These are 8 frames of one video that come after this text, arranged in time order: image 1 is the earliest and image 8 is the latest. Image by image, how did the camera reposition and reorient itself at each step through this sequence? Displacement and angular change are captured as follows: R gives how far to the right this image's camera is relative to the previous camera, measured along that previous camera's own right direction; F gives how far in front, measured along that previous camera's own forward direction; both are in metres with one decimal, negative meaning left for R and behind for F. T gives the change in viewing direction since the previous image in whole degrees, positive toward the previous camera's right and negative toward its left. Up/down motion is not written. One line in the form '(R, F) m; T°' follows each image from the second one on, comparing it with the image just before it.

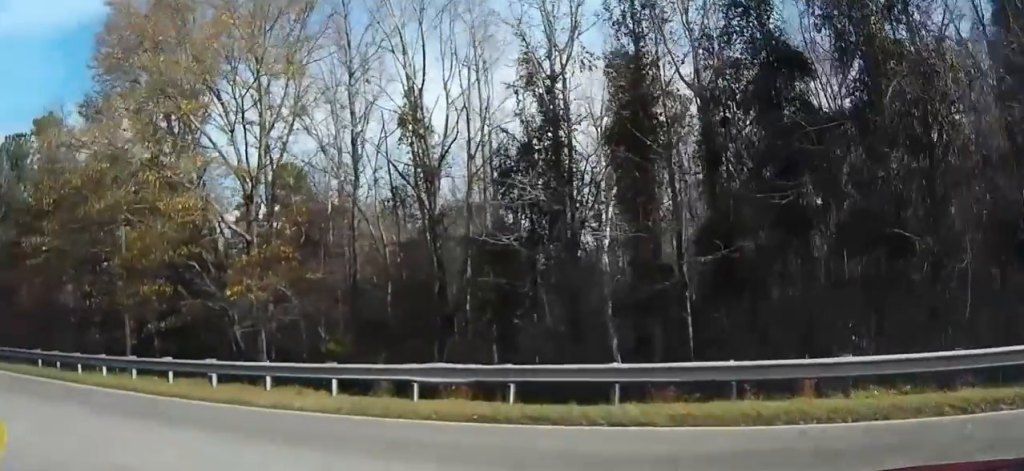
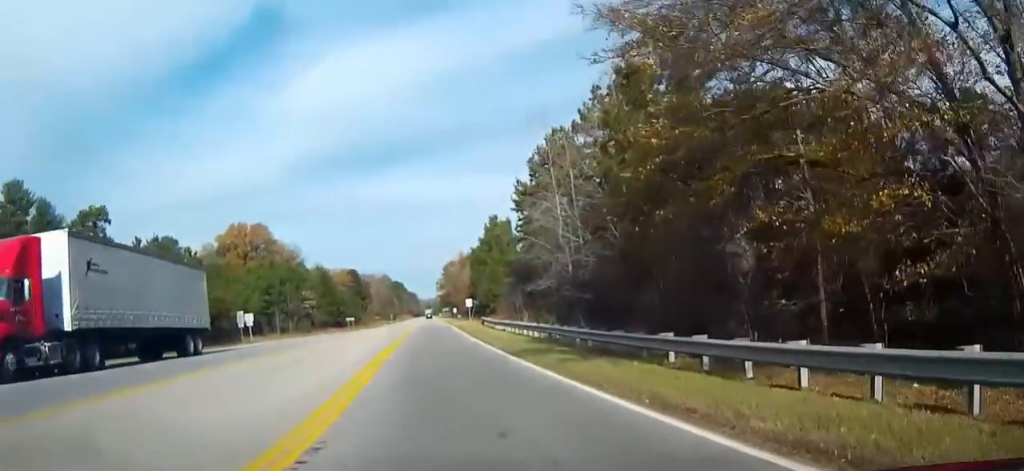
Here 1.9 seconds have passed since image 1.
(-4.8, +9.3) m; -45°
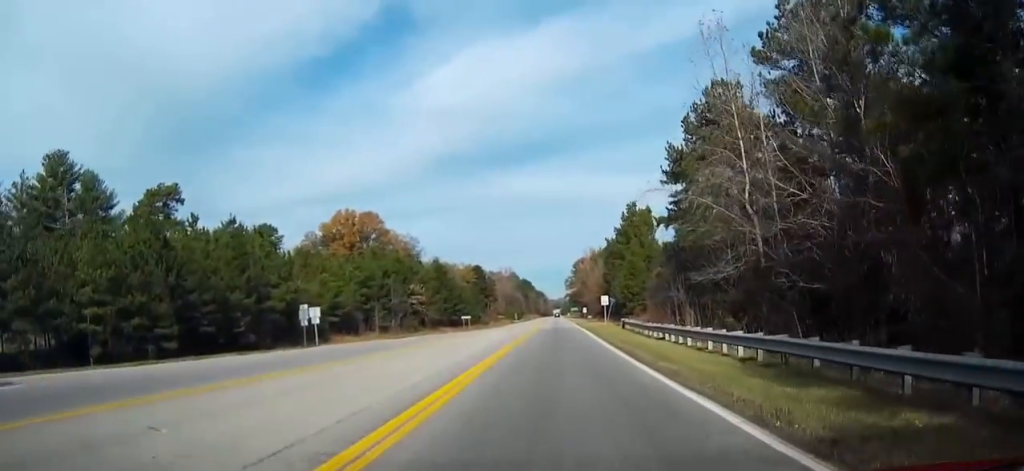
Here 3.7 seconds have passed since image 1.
(-2.7, +13.6) m; -20°
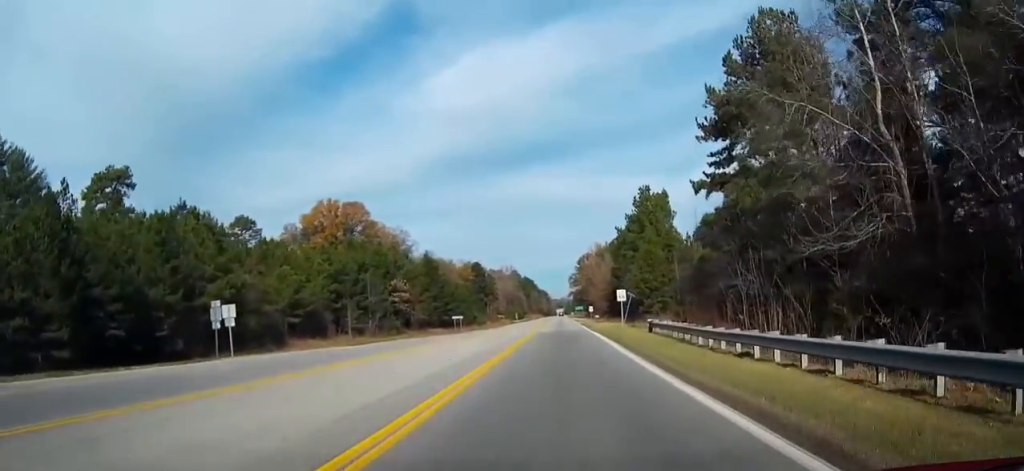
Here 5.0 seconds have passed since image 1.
(-0.1, +13.2) m; -1°
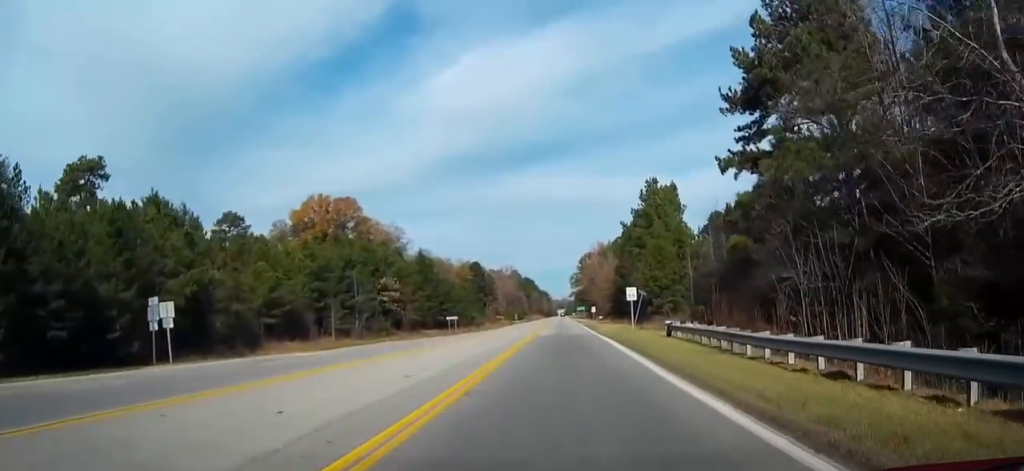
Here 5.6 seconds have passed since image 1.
(0.0, +6.0) m; 0°
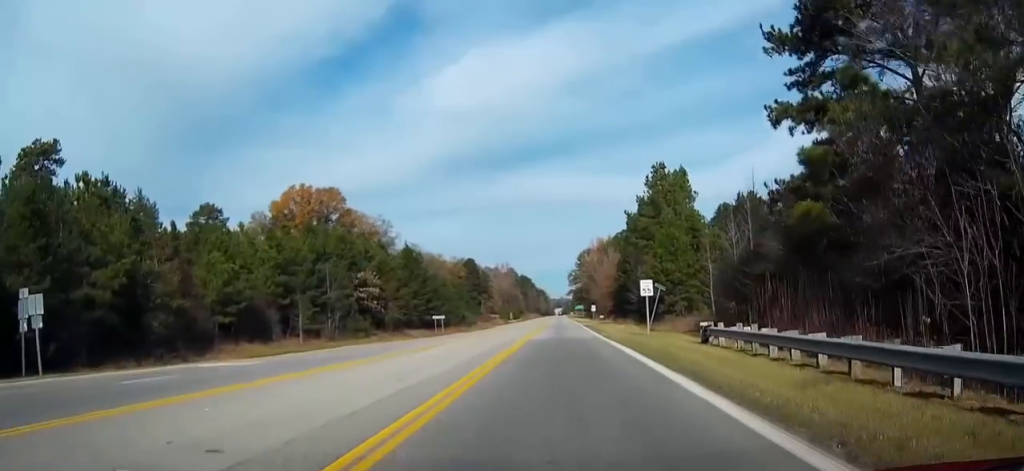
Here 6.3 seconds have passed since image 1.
(0.0, +8.7) m; 0°
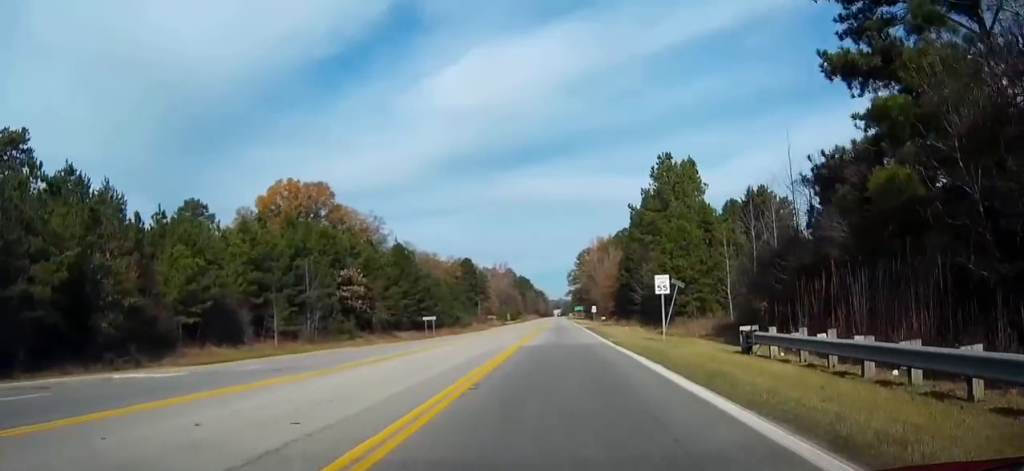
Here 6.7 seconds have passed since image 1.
(-0.1, +5.5) m; 0°
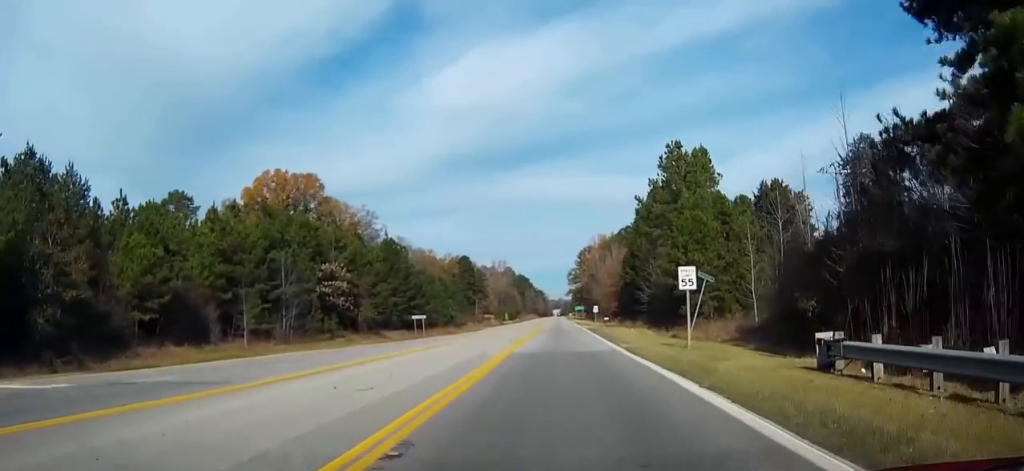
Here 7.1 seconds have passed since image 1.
(+0.1, +6.1) m; 0°
